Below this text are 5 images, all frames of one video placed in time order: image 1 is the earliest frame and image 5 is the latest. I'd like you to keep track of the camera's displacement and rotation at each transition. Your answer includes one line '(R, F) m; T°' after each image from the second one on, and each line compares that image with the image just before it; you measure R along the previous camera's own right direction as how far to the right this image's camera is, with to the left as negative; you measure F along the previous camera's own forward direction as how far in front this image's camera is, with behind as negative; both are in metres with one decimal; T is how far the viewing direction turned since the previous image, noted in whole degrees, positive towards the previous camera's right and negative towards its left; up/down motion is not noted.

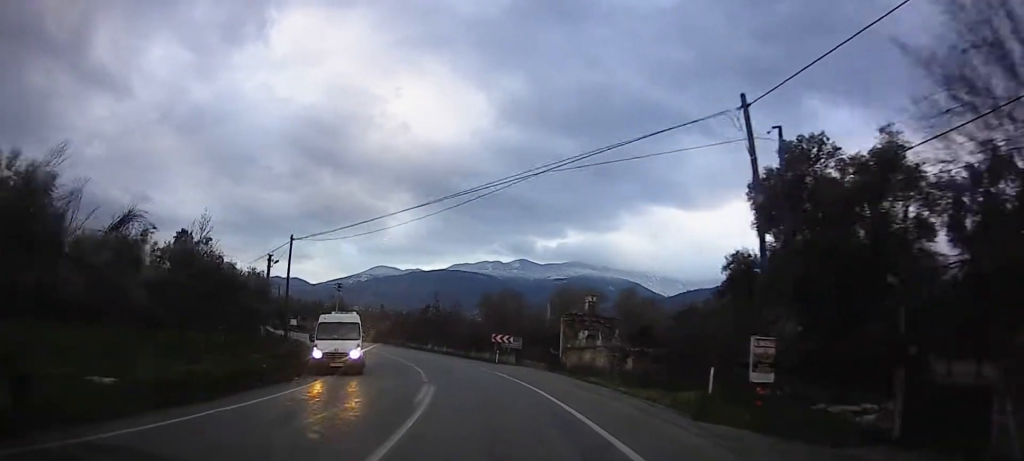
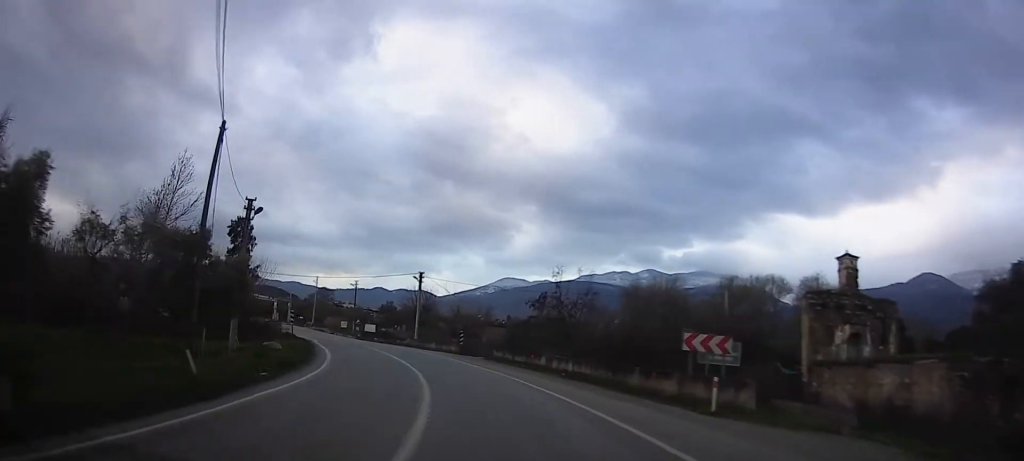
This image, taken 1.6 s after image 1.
(-5.6, +24.3) m; -16°
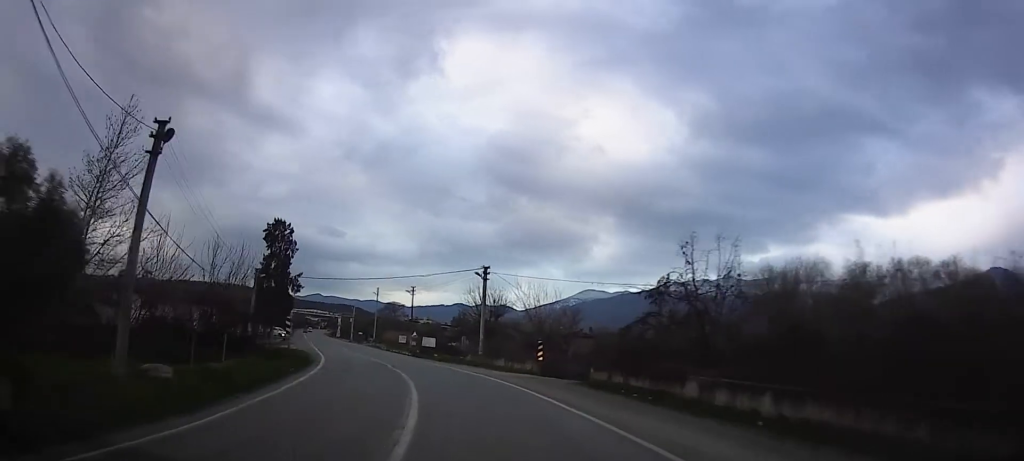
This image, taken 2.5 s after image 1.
(0.0, +14.5) m; 0°
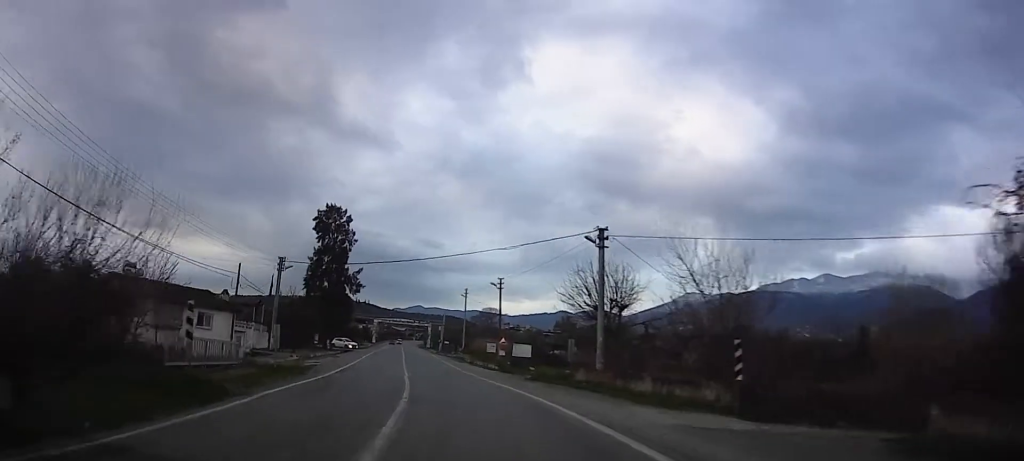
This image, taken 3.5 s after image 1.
(0.0, +17.2) m; 0°
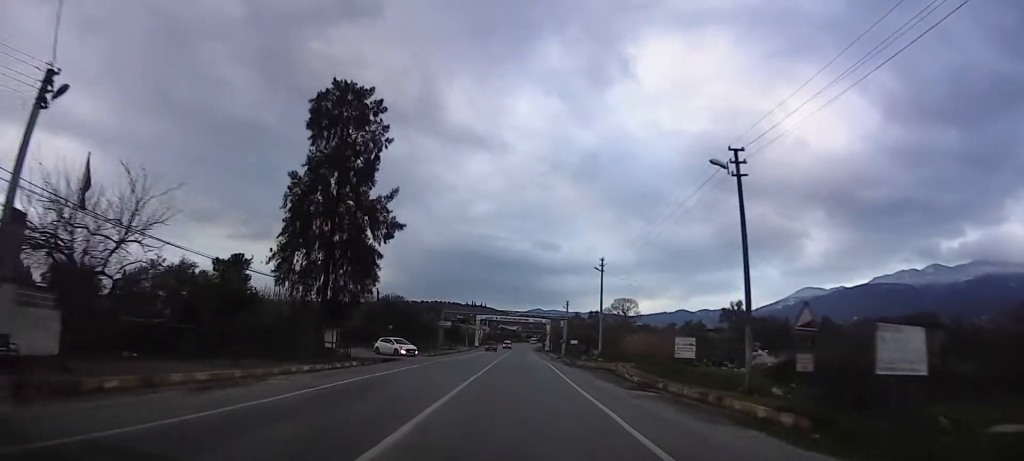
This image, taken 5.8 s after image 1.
(0.0, +36.7) m; 0°
